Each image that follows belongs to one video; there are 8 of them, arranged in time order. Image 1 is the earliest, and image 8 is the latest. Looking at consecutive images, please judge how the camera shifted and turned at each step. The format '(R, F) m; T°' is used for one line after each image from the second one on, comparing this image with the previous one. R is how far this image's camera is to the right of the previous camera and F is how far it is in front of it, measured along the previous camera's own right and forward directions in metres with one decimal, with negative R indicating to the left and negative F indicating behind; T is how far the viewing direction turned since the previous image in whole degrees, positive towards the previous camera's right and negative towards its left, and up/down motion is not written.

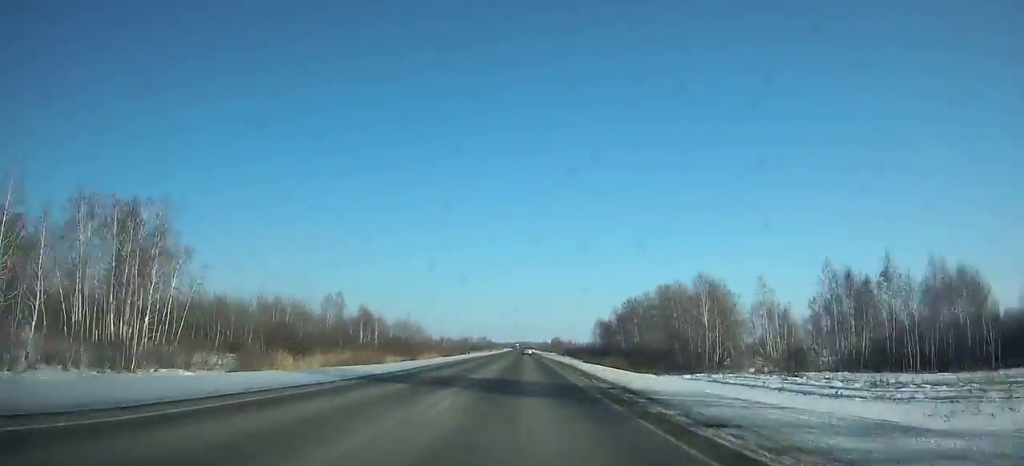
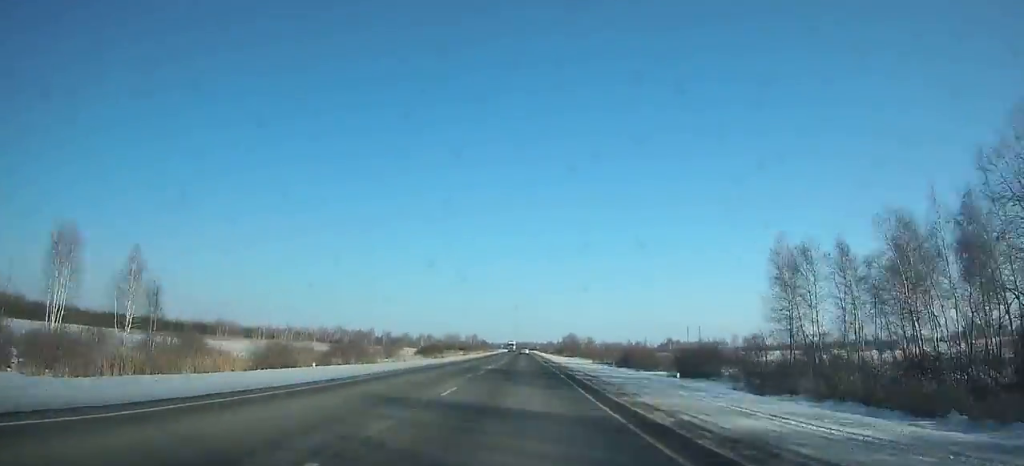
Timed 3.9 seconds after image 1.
(+0.4, +125.8) m; 0°
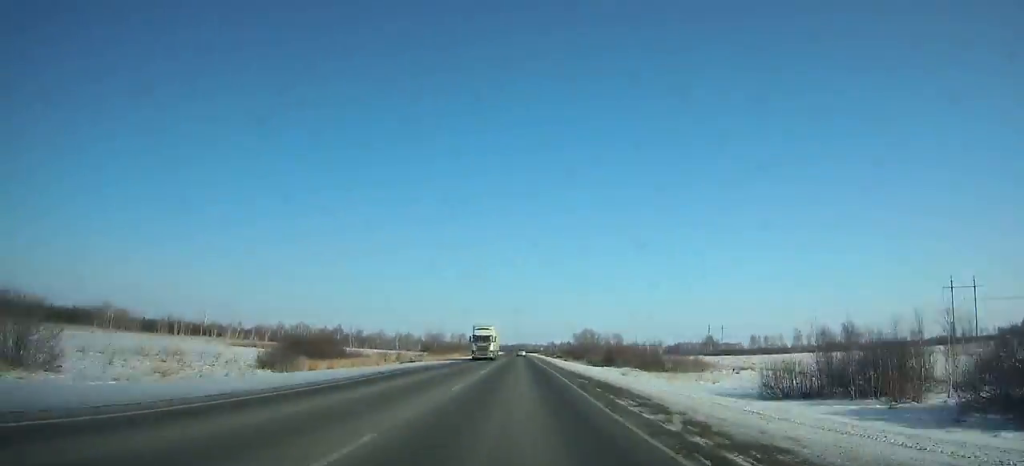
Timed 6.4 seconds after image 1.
(-0.3, +79.4) m; 0°
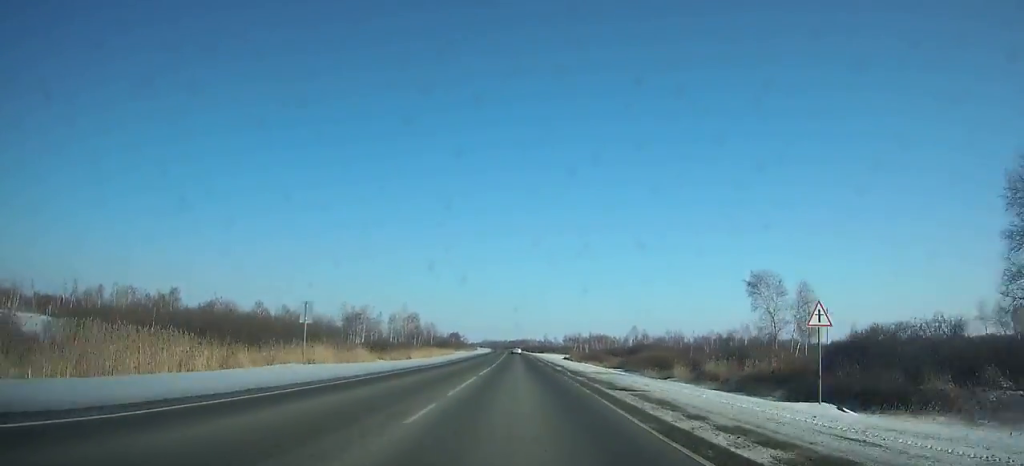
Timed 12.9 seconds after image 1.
(0.0, +196.1) m; 0°
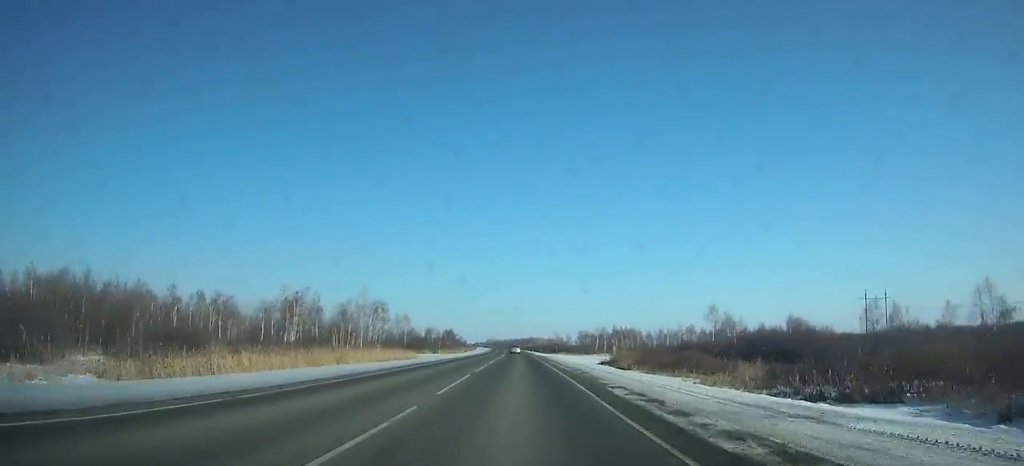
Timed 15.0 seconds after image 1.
(-0.2, +59.5) m; 0°
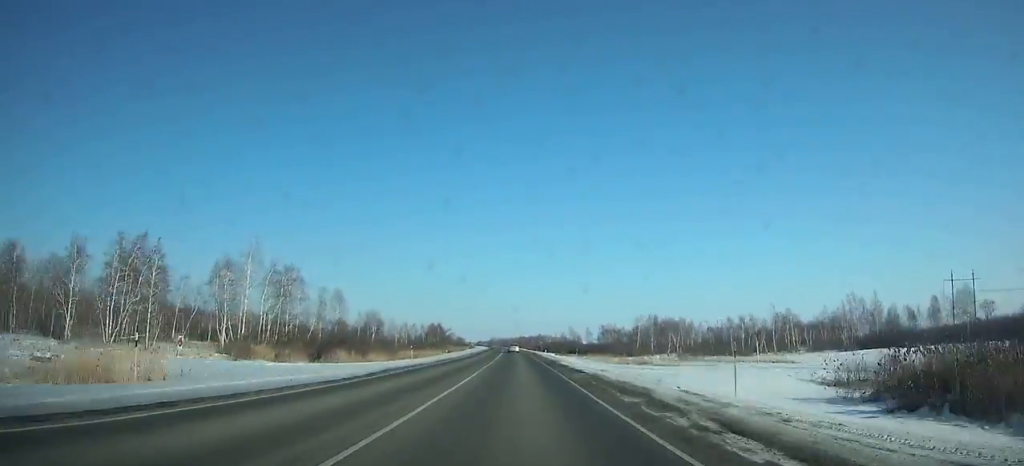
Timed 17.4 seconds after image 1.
(-0.4, +65.7) m; -1°
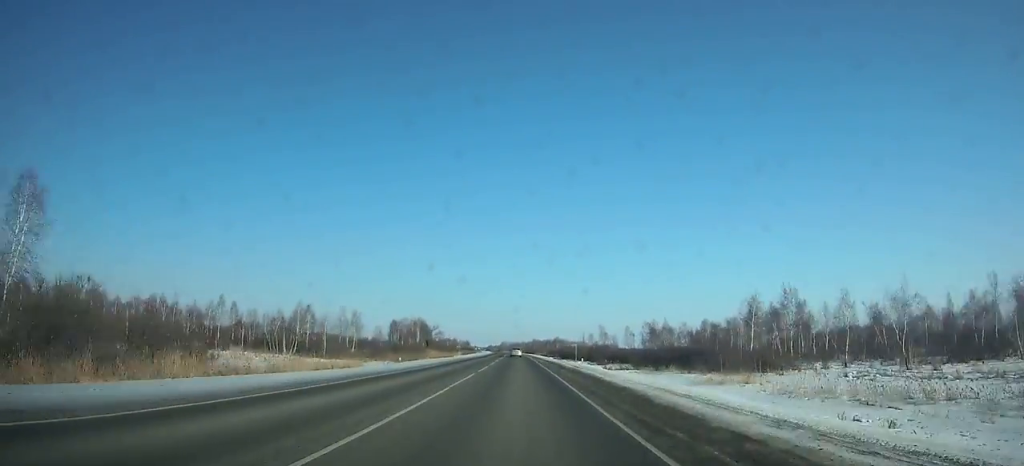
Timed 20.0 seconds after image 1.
(-0.6, +69.0) m; -1°
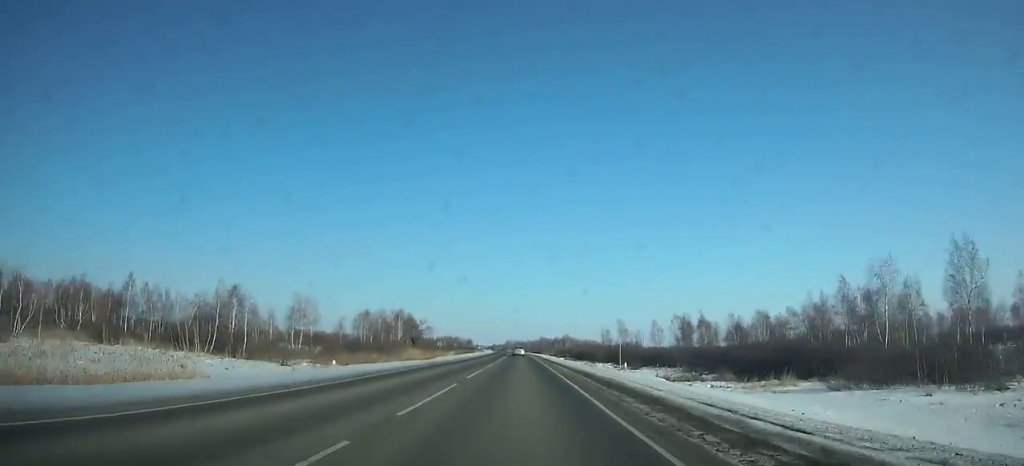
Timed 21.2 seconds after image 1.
(-0.1, +31.3) m; 0°
